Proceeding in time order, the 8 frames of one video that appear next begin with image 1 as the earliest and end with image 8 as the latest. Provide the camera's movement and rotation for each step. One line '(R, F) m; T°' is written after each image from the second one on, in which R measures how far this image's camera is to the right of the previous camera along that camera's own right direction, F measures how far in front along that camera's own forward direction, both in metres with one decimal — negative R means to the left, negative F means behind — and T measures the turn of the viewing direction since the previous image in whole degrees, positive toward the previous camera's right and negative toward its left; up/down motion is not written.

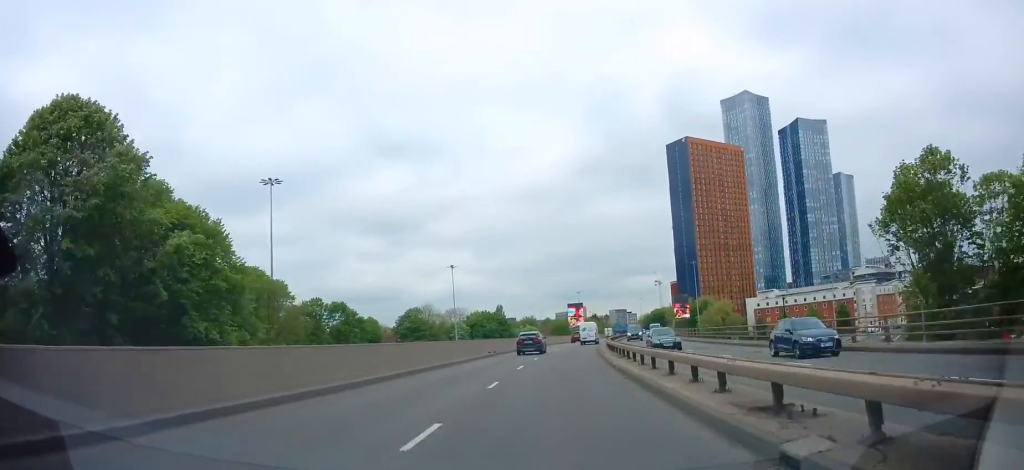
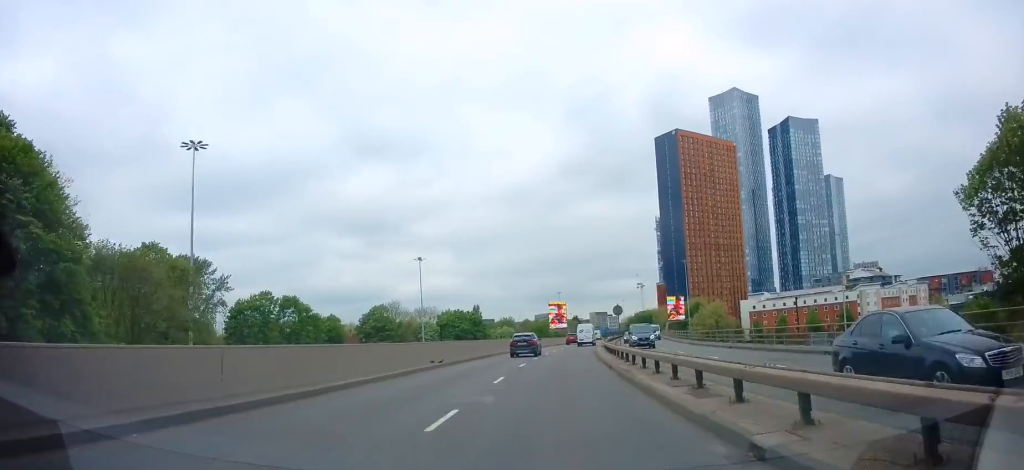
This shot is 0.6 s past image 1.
(+0.7, +15.3) m; +2°
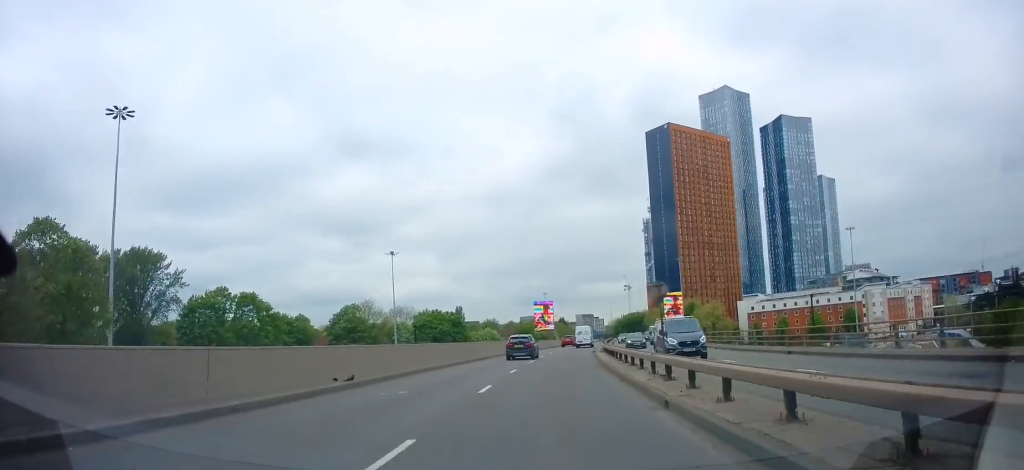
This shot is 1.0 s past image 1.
(+0.2, +11.7) m; +1°
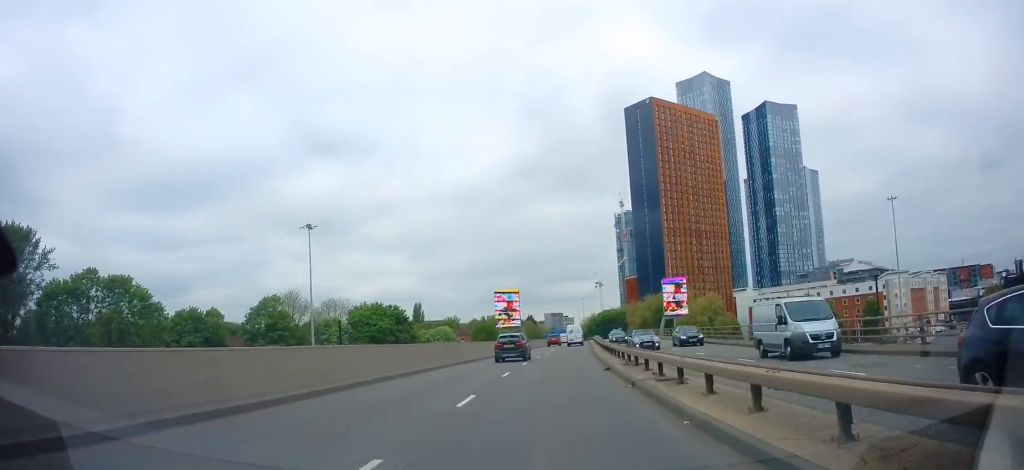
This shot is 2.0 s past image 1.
(0.0, +27.9) m; 0°
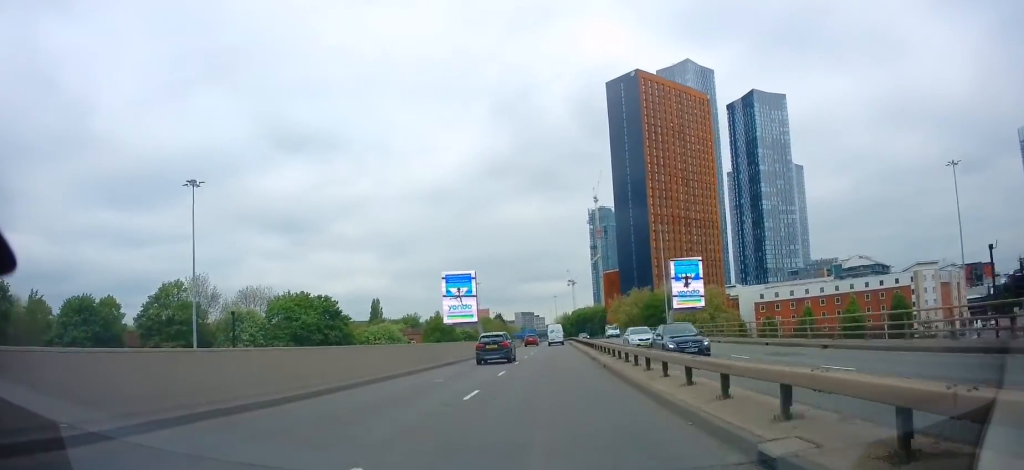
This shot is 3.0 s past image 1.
(+0.5, +25.0) m; -6°
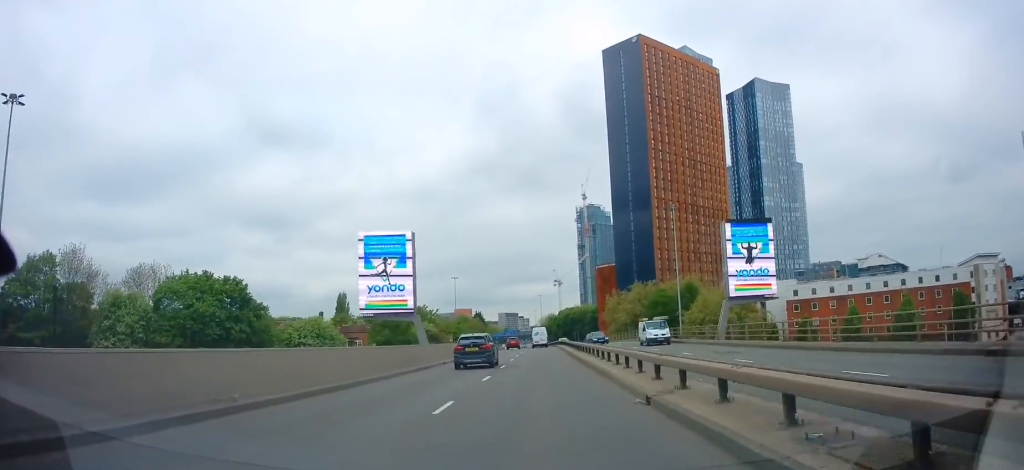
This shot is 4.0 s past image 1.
(-3.3, +26.4) m; -2°
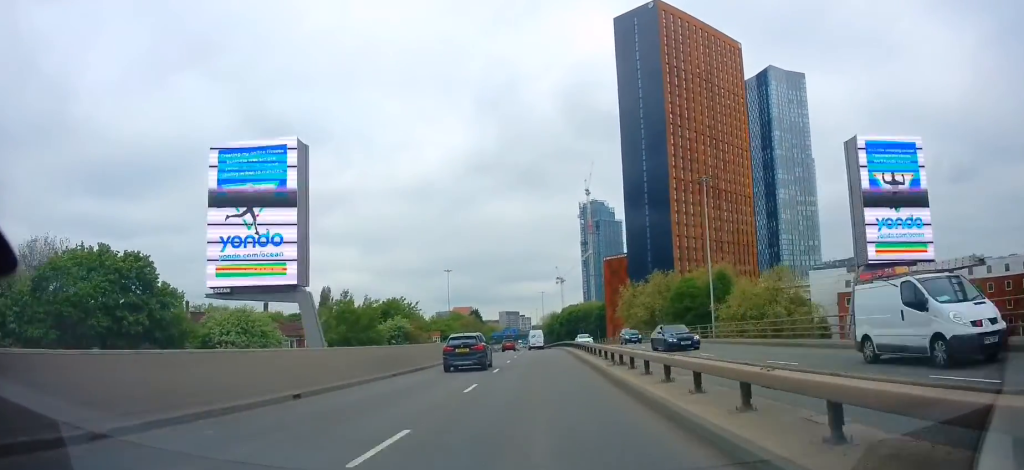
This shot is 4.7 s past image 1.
(+1.6, +19.2) m; +4°
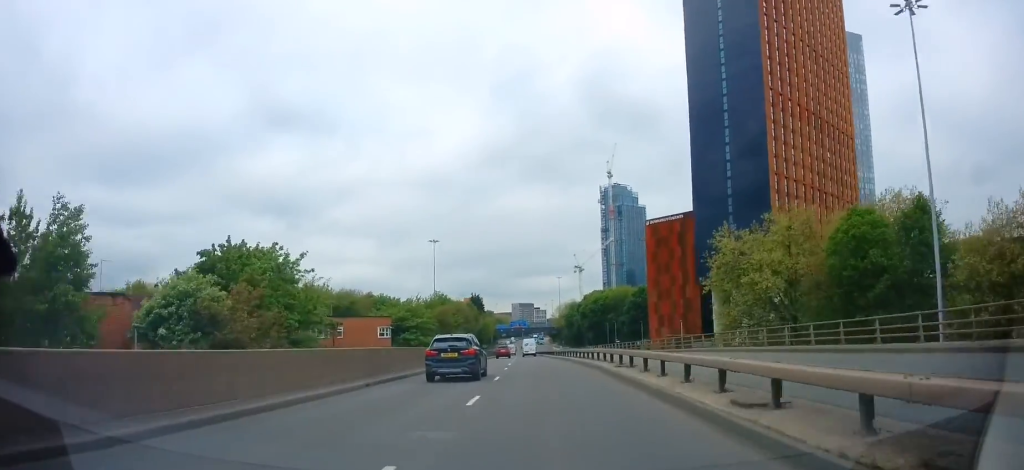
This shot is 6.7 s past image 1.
(+3.2, +52.6) m; +5°
